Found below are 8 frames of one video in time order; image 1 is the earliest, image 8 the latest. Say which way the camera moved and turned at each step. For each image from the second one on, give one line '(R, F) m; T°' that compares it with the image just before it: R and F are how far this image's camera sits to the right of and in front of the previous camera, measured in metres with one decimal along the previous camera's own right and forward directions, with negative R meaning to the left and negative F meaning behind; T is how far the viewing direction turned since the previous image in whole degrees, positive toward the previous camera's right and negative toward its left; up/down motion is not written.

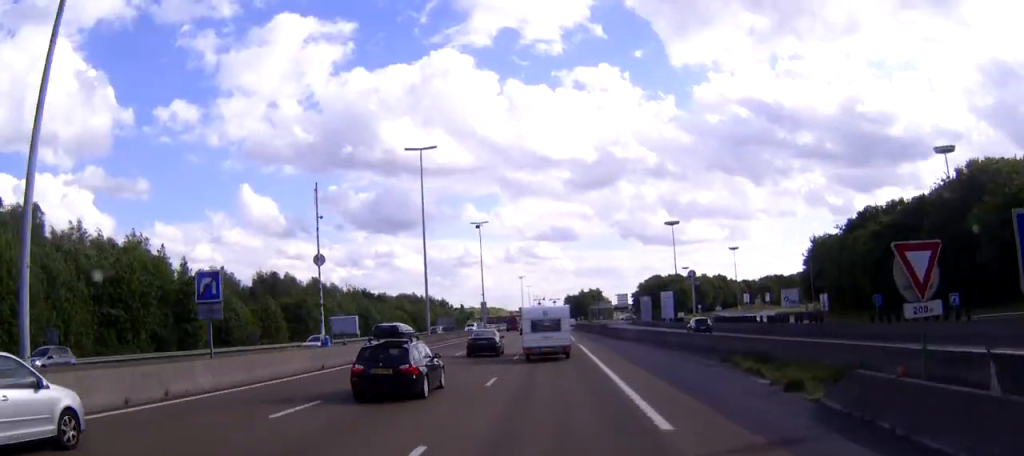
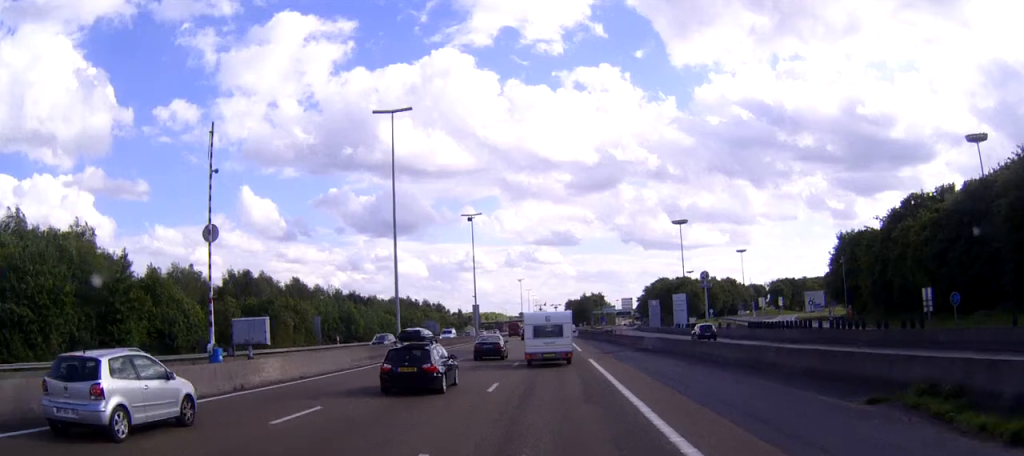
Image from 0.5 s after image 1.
(-0.1, +13.3) m; +2°
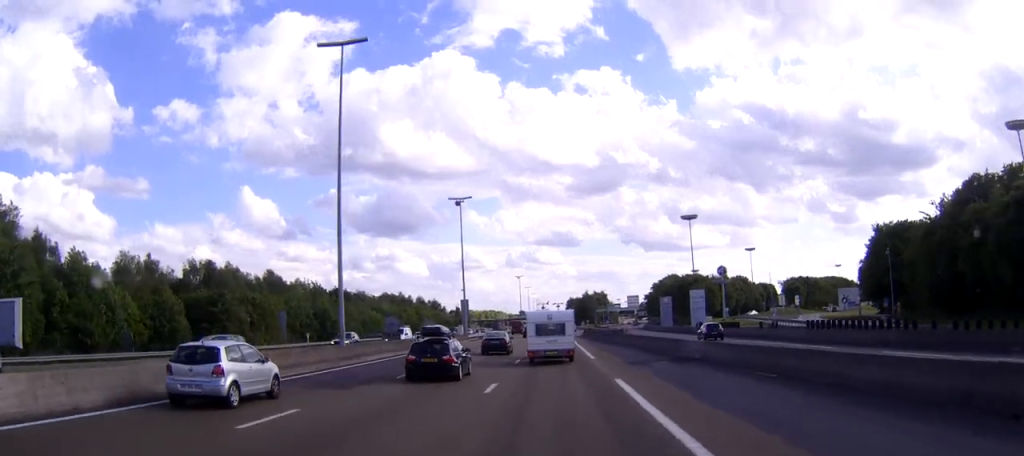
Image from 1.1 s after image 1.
(+0.9, +14.1) m; +1°
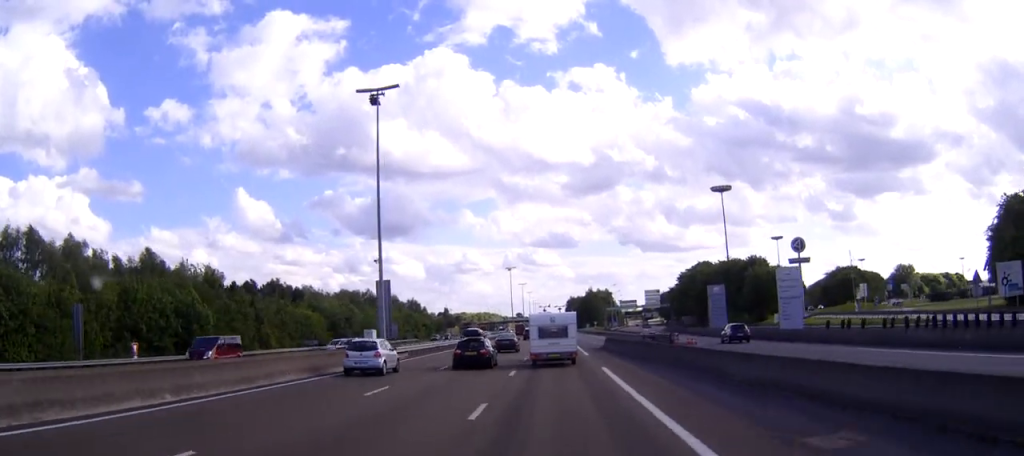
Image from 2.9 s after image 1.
(0.0, +43.3) m; -1°
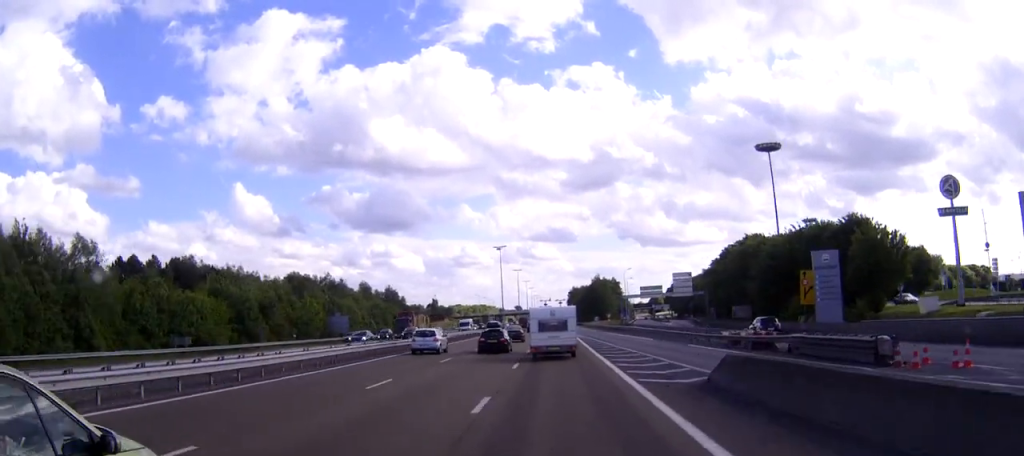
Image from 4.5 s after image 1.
(-0.3, +39.8) m; -1°
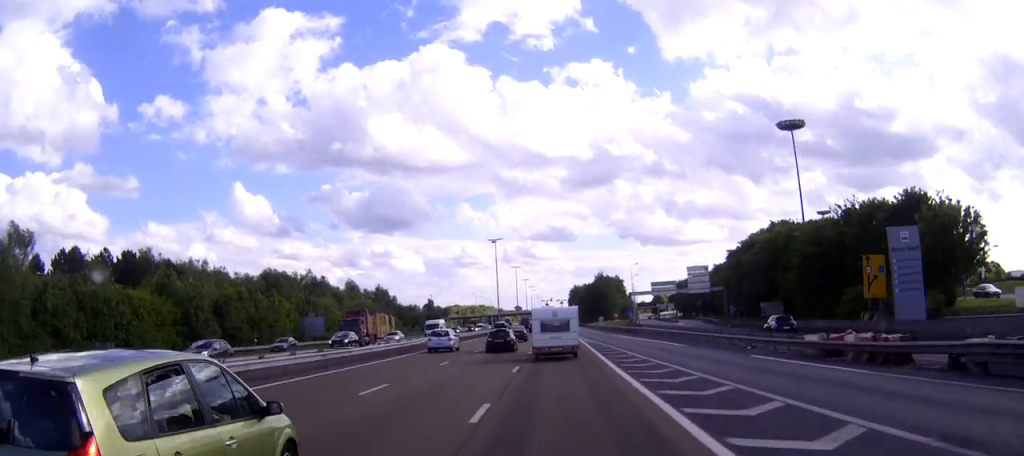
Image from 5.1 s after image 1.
(-0.1, +14.1) m; 0°
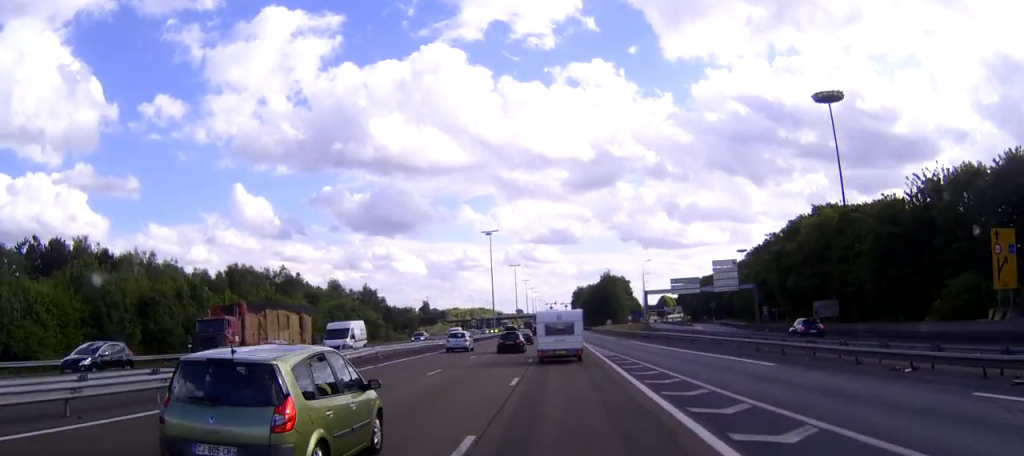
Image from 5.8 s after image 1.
(-0.1, +17.4) m; 0°
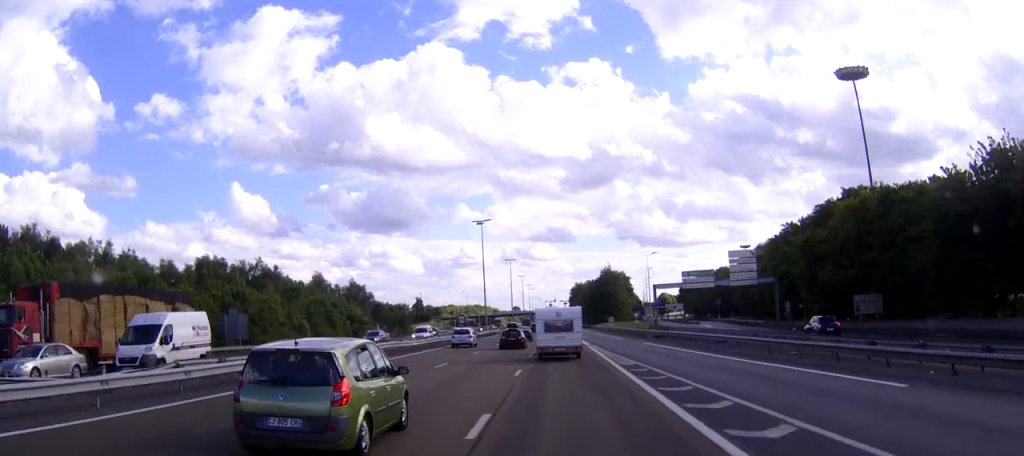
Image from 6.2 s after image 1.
(-0.1, +10.8) m; 0°
